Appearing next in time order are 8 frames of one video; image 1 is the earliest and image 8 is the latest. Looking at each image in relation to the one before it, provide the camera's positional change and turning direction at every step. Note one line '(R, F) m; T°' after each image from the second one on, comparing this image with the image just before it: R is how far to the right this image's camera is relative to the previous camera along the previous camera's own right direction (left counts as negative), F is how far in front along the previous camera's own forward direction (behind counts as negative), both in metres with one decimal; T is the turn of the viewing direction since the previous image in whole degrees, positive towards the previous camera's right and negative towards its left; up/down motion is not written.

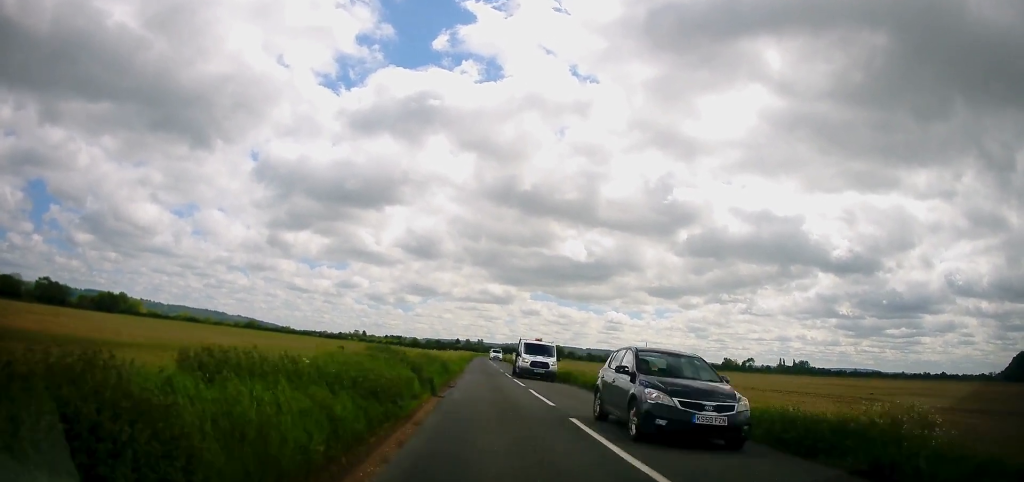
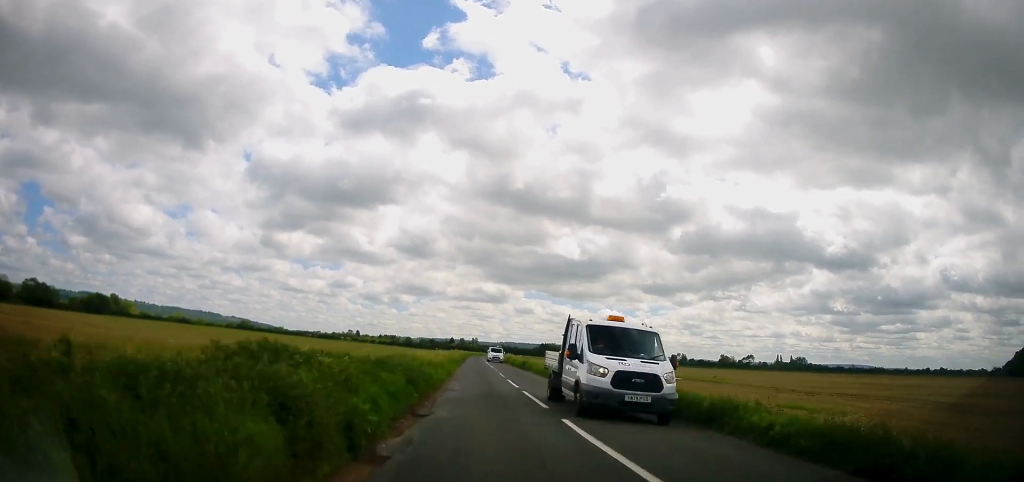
(+0.1, +8.9) m; 0°
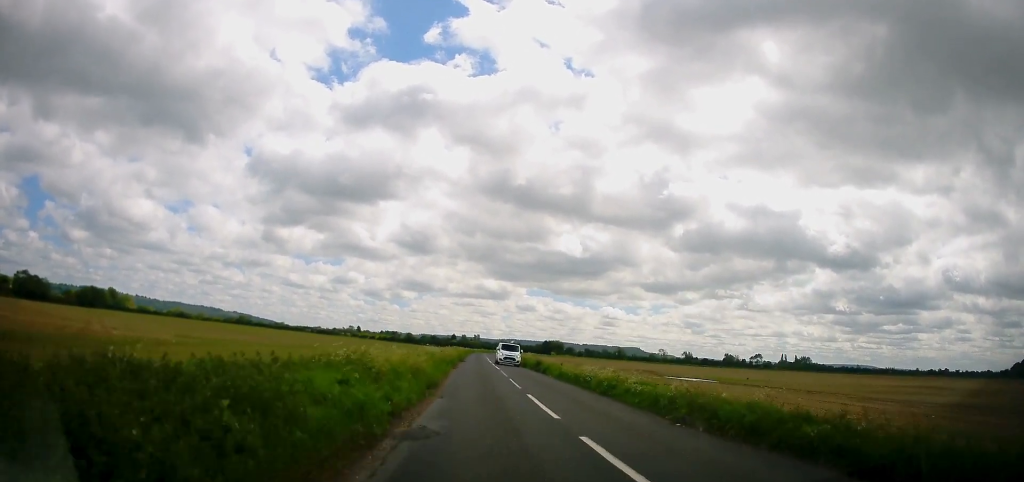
(-0.2, +11.1) m; 0°
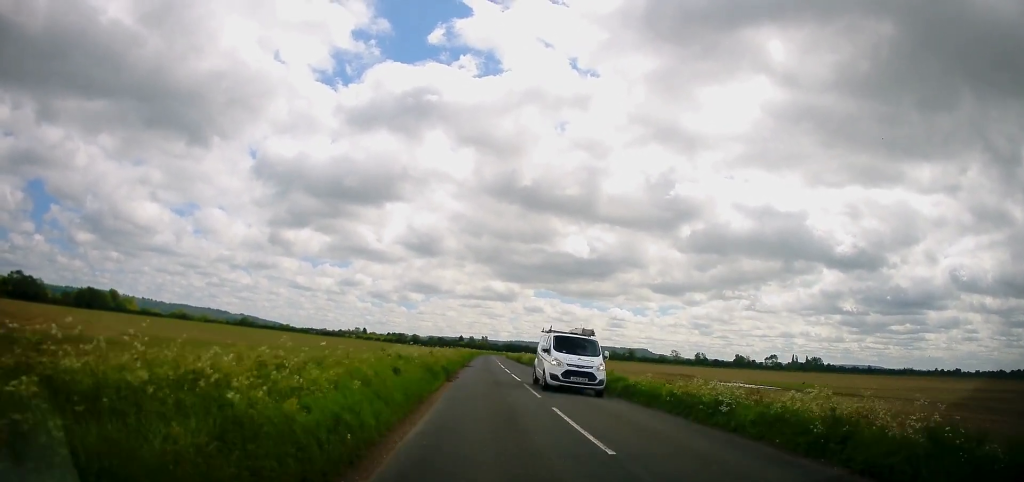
(+0.2, +13.4) m; 0°
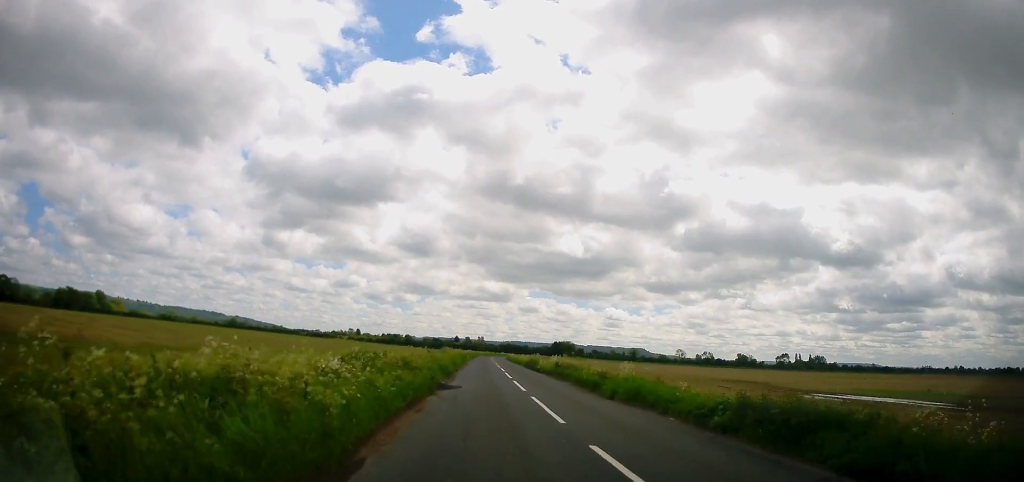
(-0.3, +23.1) m; -1°
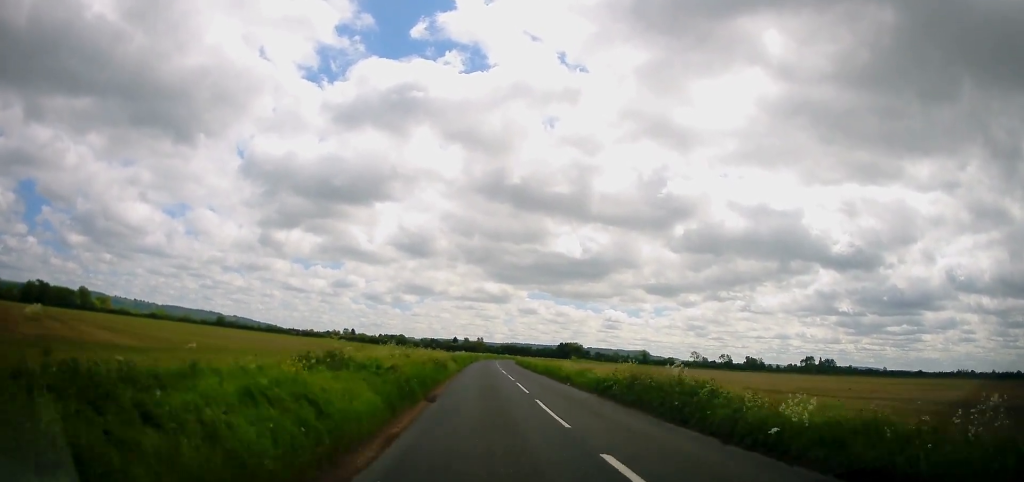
(+0.8, +36.0) m; +1°
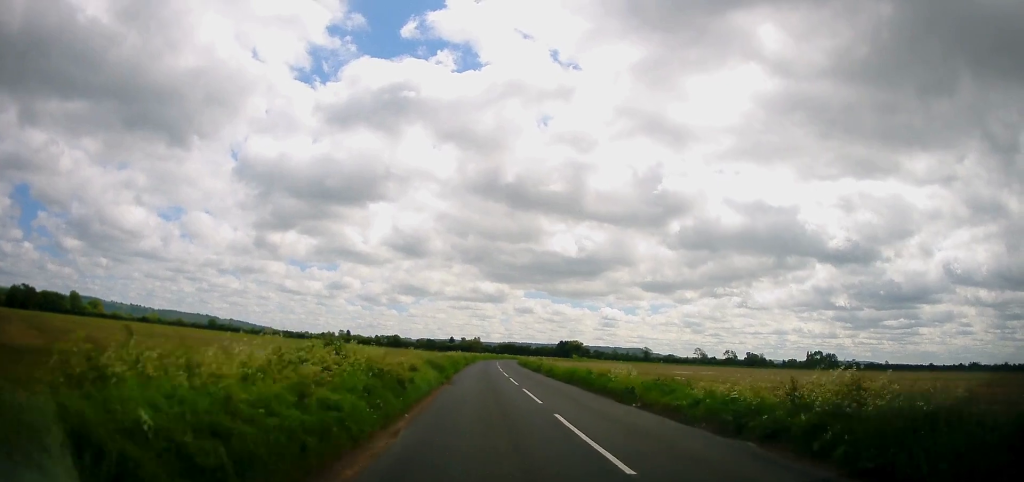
(-0.2, +13.1) m; -1°
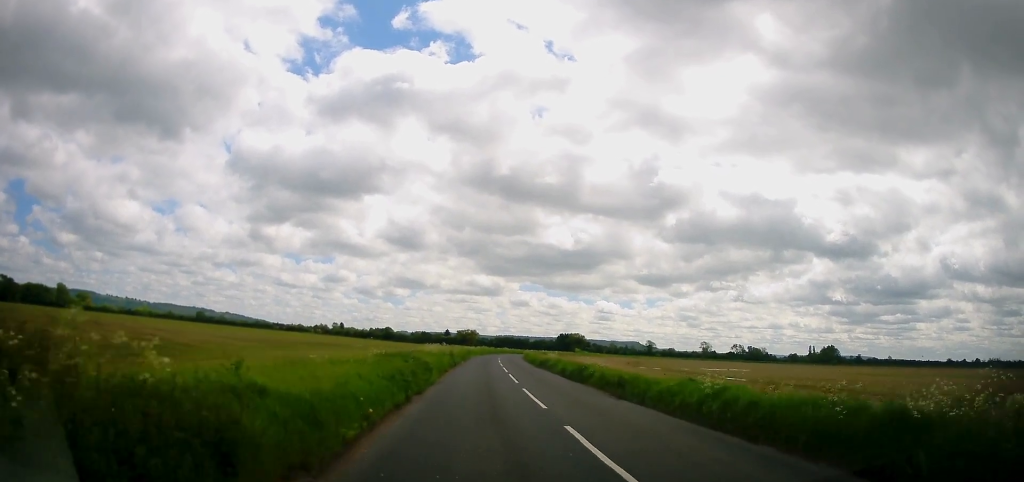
(0.0, +20.4) m; +1°
